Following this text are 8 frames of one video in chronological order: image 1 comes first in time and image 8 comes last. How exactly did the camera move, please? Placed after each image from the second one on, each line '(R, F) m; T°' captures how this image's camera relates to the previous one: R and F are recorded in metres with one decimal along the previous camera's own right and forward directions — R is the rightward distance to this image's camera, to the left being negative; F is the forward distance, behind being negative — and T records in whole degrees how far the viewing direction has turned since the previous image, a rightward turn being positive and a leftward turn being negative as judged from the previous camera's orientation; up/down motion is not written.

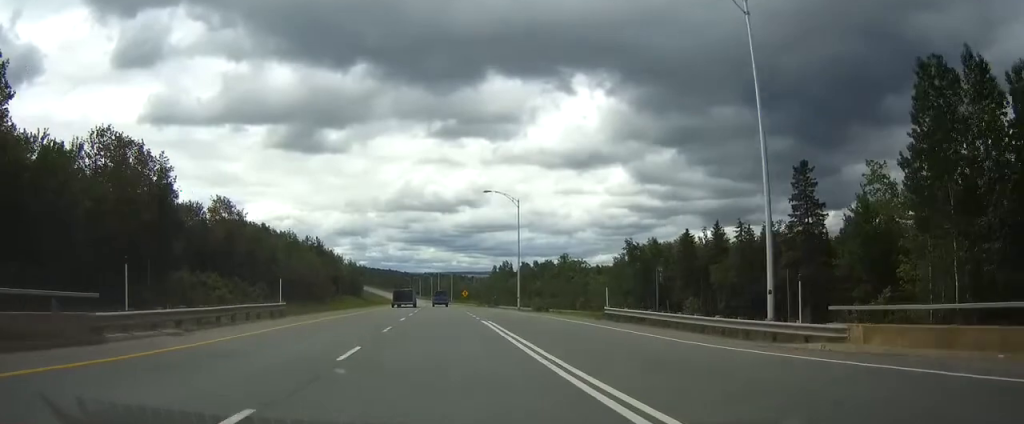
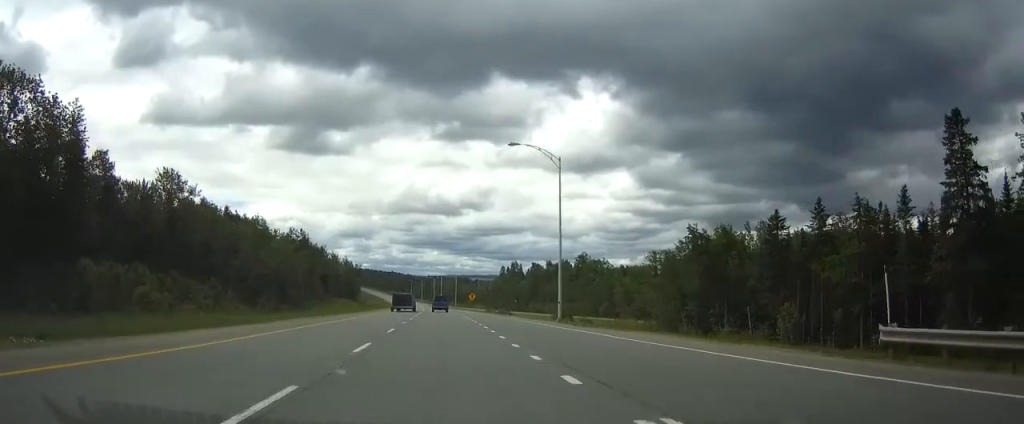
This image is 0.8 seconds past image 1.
(0.0, +25.0) m; 0°
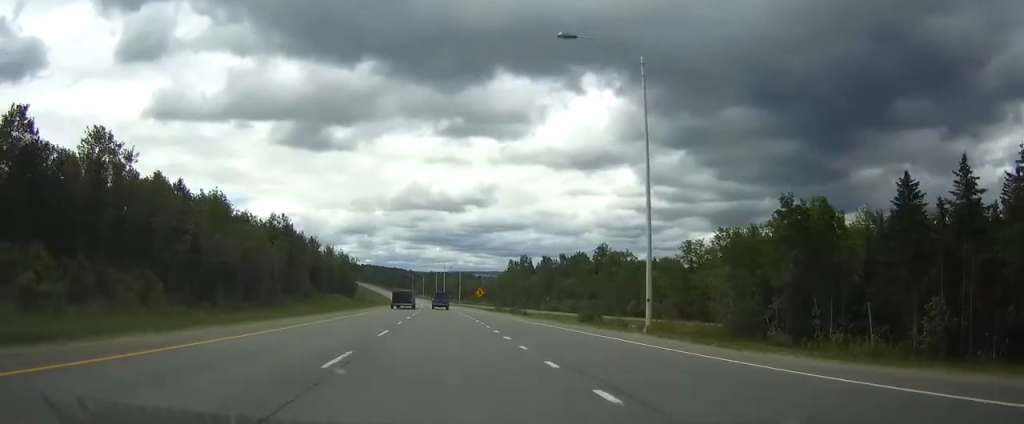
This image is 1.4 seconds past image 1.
(0.0, +21.8) m; 0°
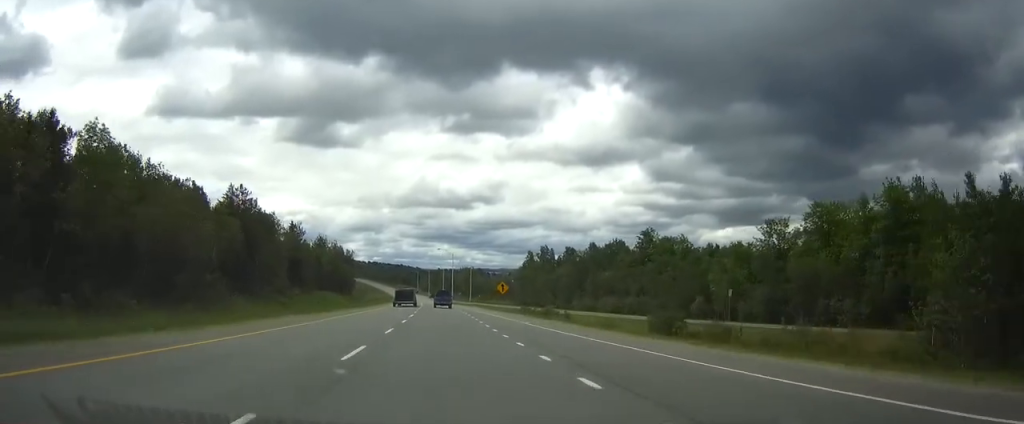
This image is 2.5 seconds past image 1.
(-0.1, +34.8) m; 0°
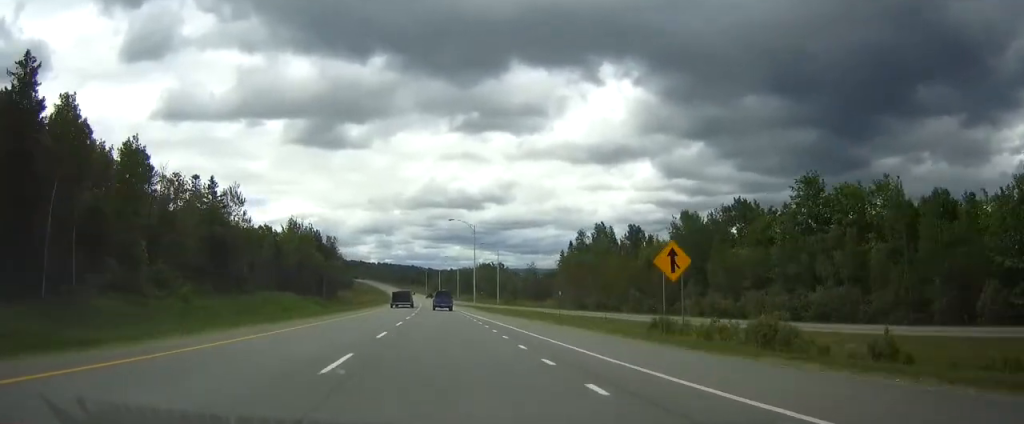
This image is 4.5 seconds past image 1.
(-0.7, +65.2) m; -1°
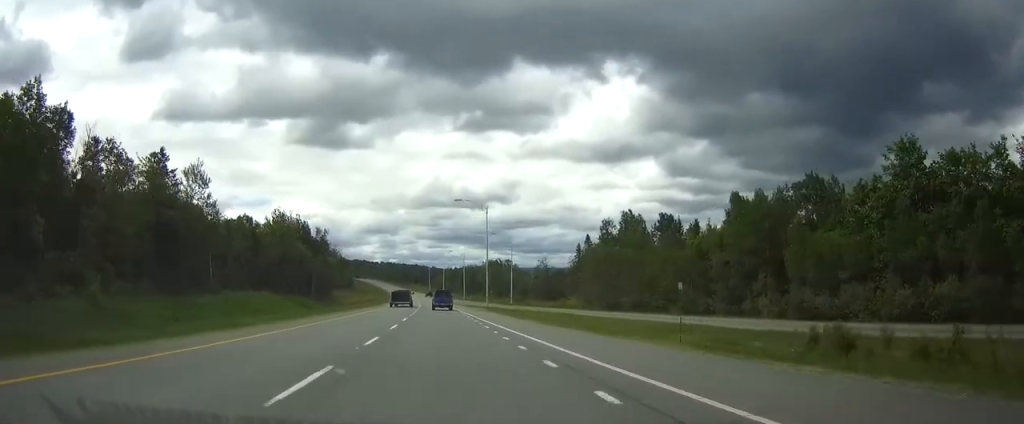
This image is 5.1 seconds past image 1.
(0.0, +20.7) m; 0°
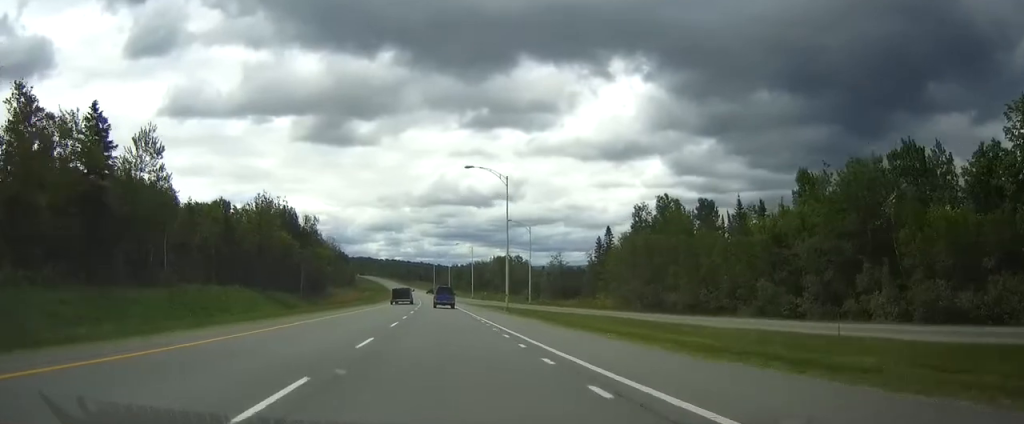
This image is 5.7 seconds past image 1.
(-0.1, +19.7) m; 0°
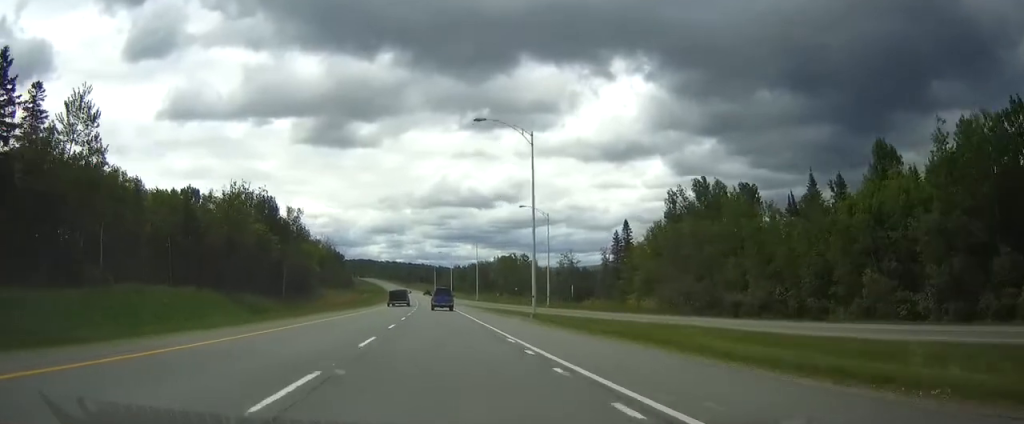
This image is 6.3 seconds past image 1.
(0.0, +17.5) m; 0°
